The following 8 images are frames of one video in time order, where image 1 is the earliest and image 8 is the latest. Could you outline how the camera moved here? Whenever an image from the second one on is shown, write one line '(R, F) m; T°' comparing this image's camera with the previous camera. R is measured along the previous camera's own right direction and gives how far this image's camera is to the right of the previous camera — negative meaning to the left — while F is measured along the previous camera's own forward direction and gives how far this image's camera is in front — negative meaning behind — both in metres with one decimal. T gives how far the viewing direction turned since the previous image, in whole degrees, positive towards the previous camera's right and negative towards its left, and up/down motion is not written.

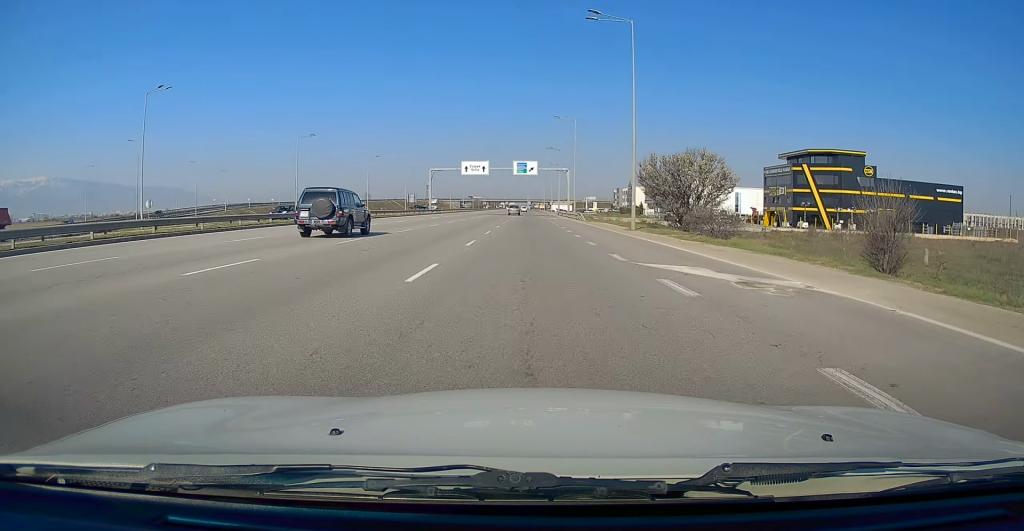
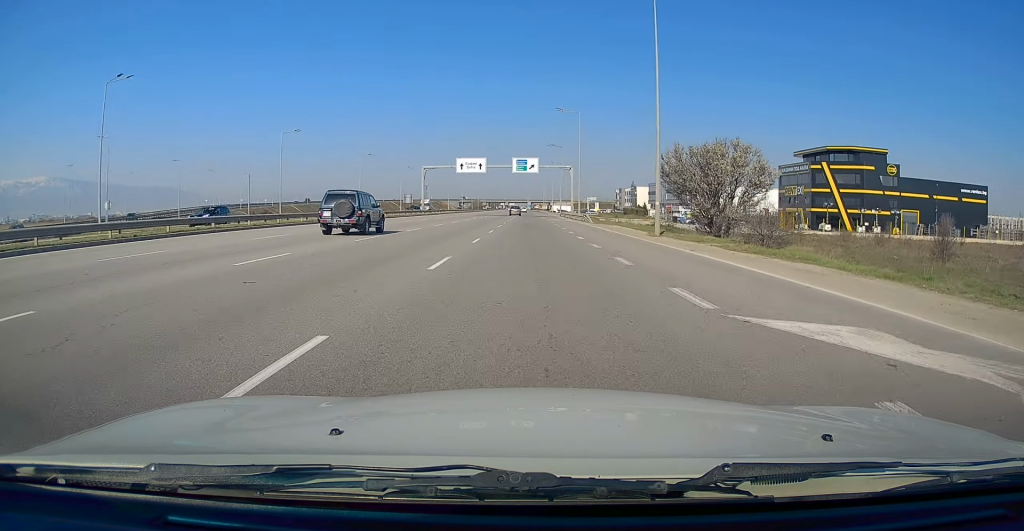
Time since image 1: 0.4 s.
(+0.1, +6.9) m; 0°
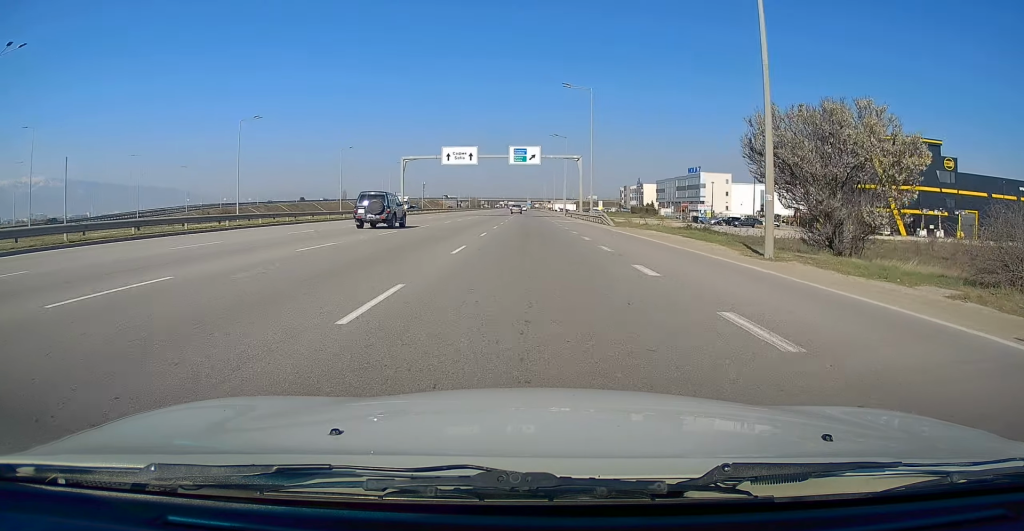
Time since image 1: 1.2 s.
(+0.1, +14.4) m; 0°
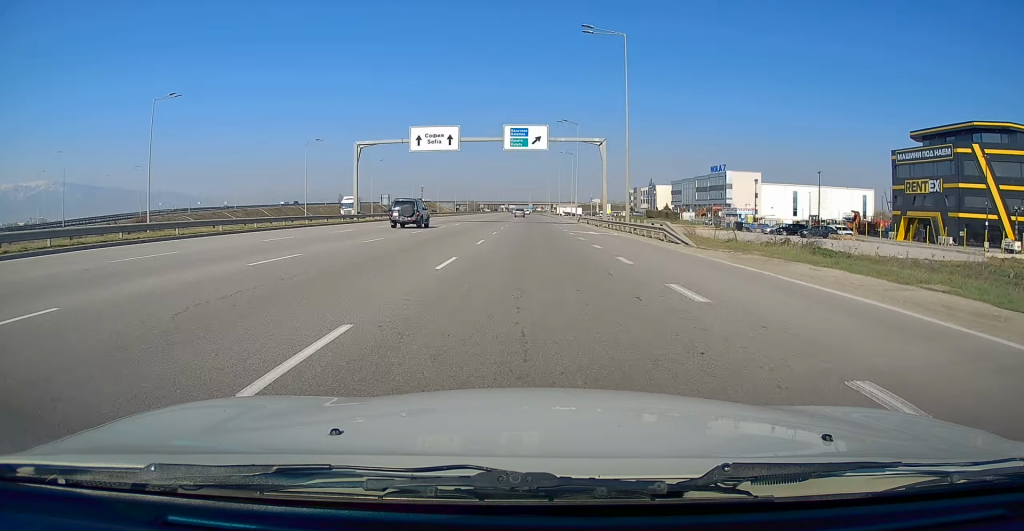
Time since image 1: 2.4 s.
(-0.3, +20.8) m; -1°
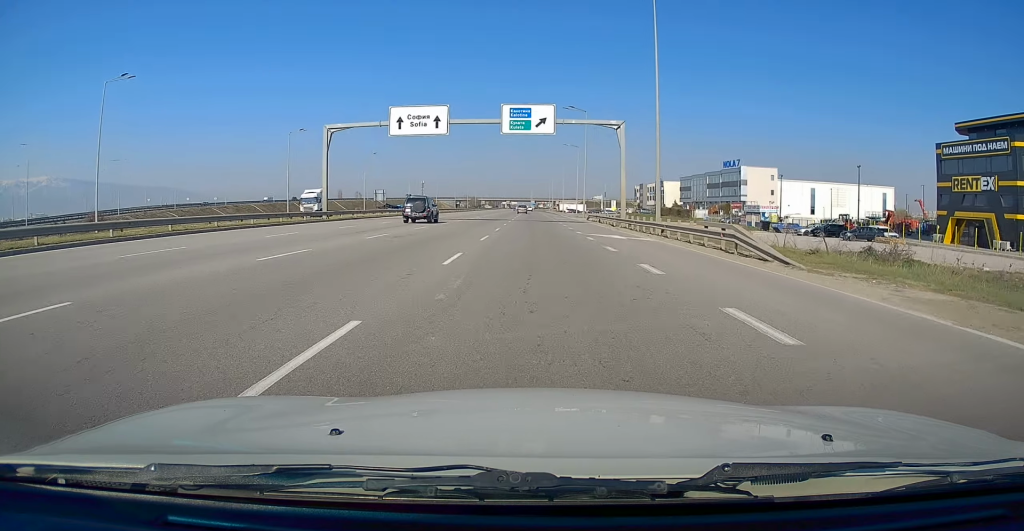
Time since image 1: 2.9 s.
(-0.1, +8.7) m; 0°
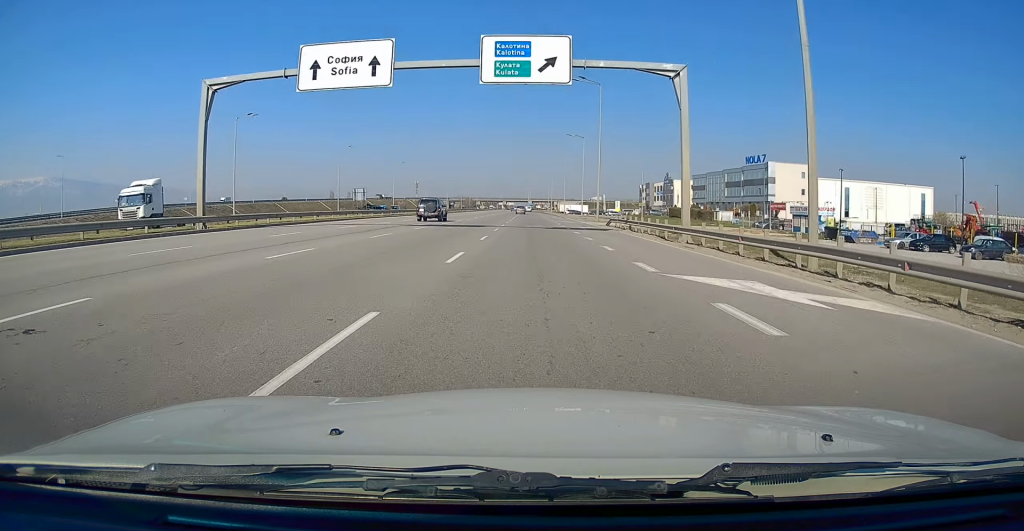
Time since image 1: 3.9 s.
(+0.4, +17.5) m; 0°
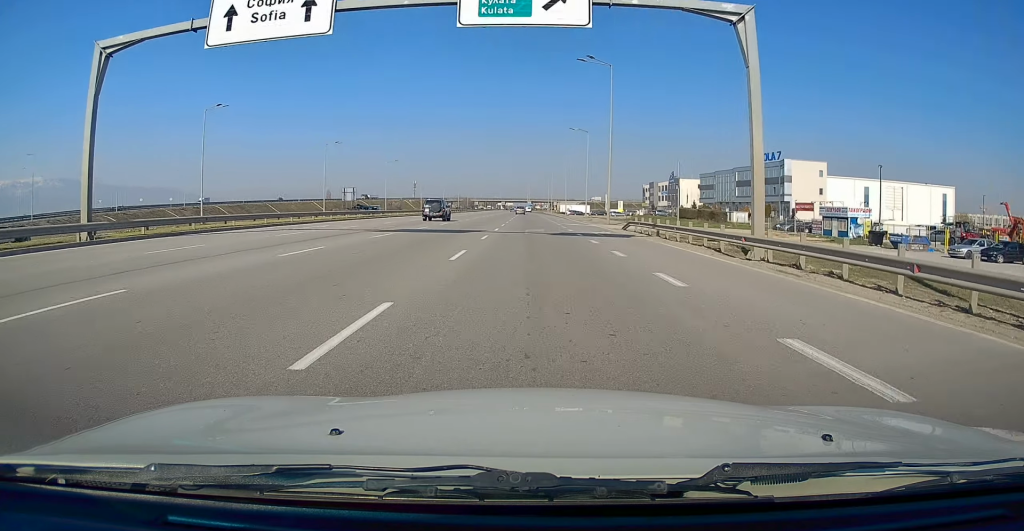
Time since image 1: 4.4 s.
(-0.2, +8.2) m; 0°
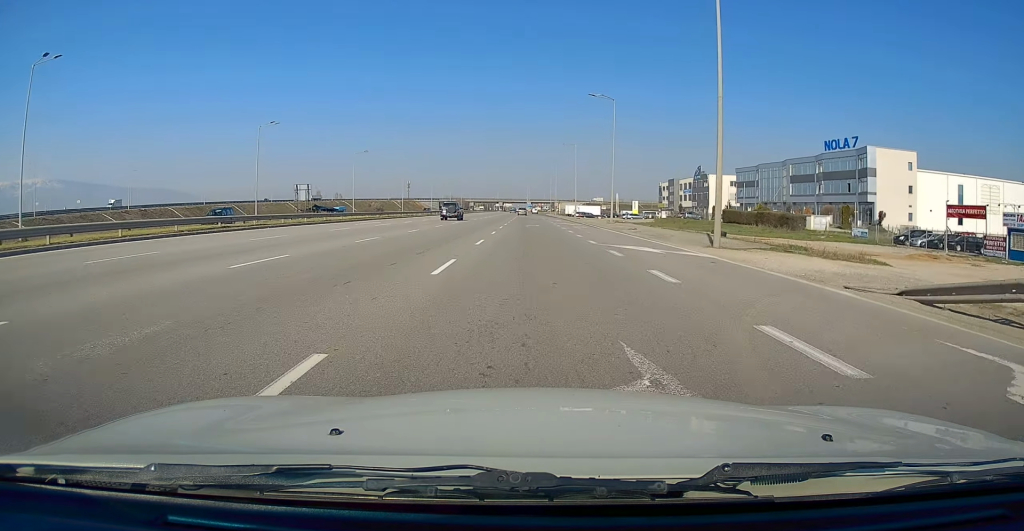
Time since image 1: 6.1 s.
(+0.3, +29.3) m; +1°
